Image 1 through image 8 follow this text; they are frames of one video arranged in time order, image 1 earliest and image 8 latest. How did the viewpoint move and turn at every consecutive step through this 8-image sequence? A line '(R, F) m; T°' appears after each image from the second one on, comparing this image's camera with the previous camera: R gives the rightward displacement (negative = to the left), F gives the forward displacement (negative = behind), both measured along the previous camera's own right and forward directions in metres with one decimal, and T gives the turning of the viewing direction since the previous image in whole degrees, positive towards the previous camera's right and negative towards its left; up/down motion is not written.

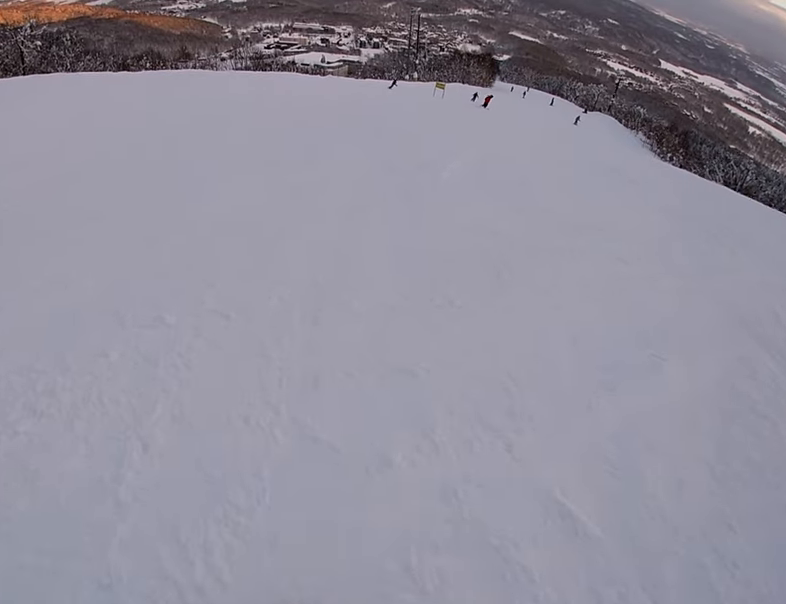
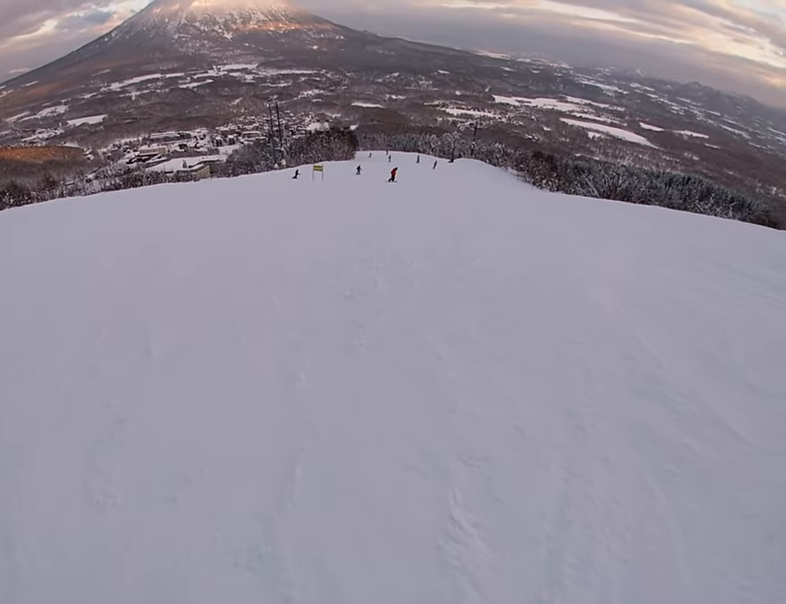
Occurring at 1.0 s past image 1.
(-0.4, +4.2) m; +10°
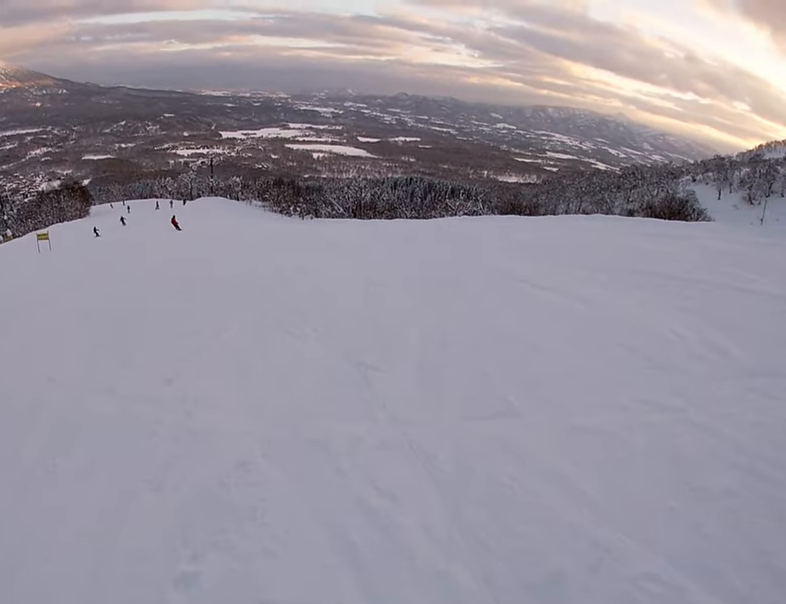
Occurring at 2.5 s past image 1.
(+2.2, +6.8) m; +21°
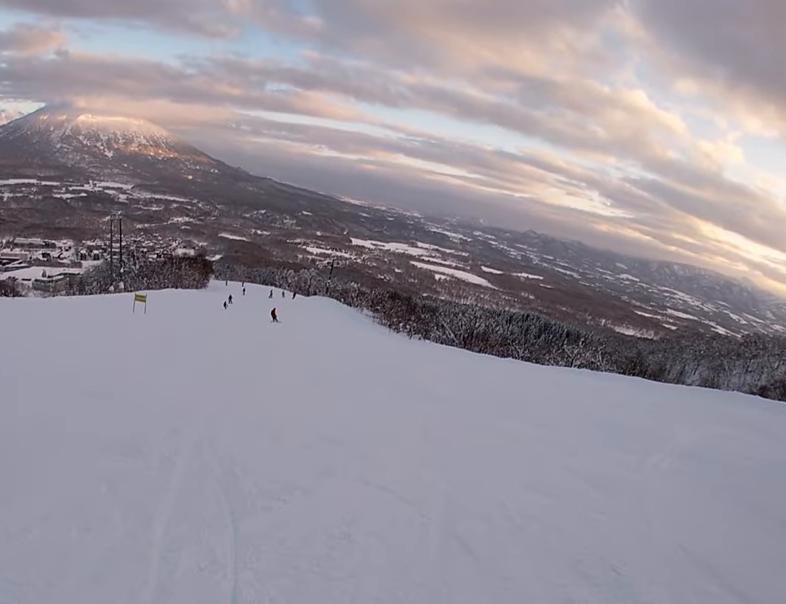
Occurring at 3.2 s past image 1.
(+0.1, +3.8) m; -9°
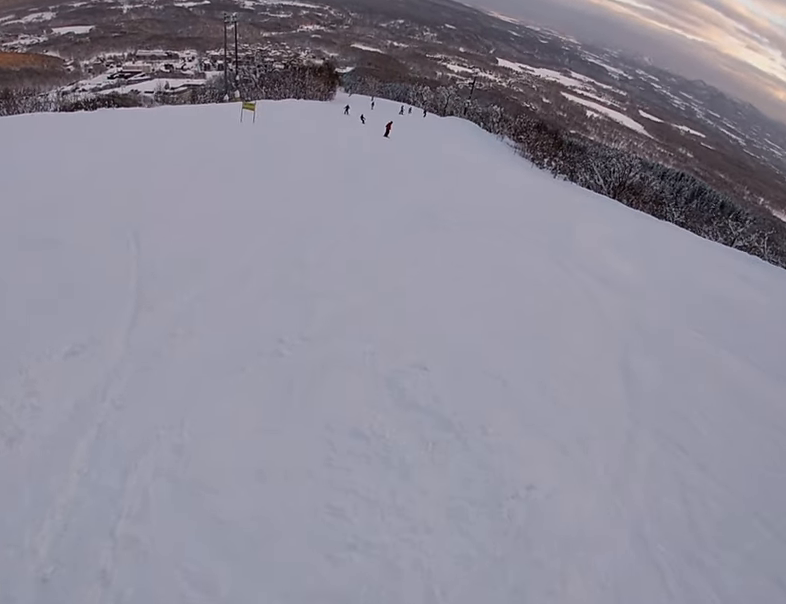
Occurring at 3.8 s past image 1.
(+0.3, +3.2) m; -12°
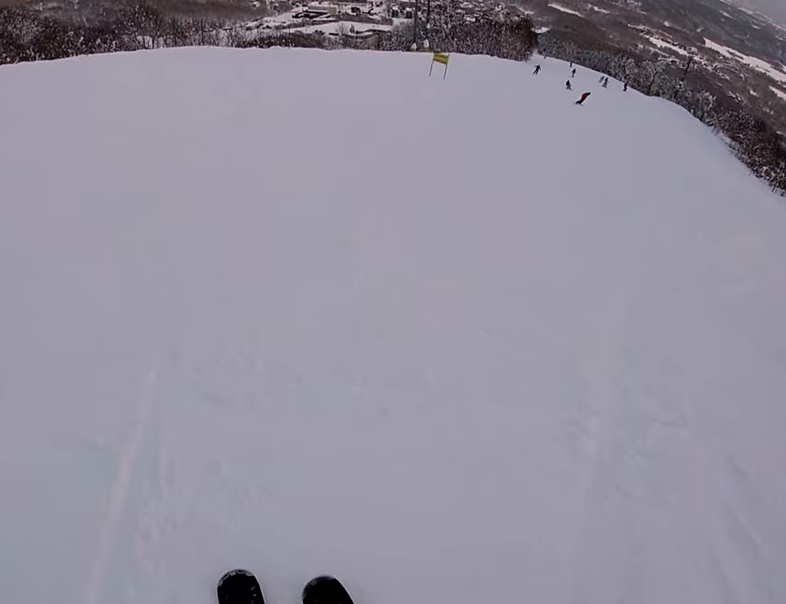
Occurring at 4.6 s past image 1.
(-1.4, +3.4) m; -7°
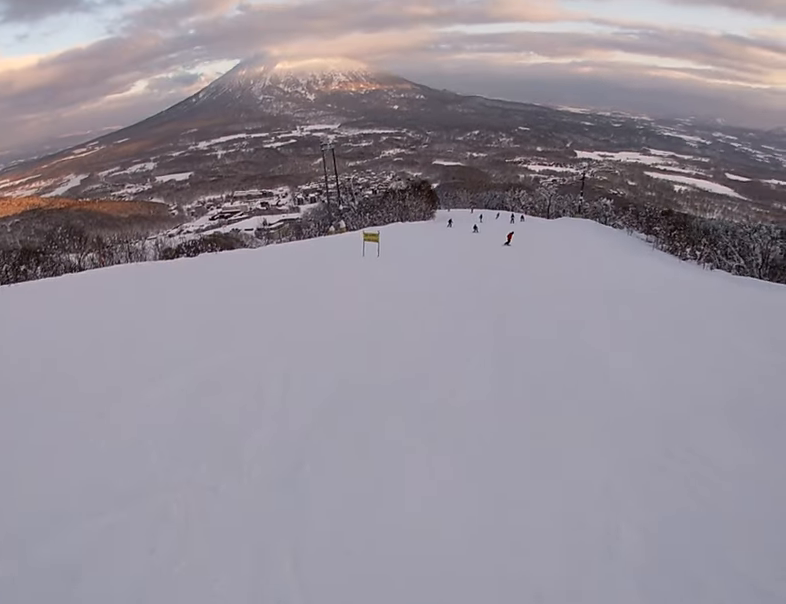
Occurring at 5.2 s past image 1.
(+0.2, +3.6) m; +5°
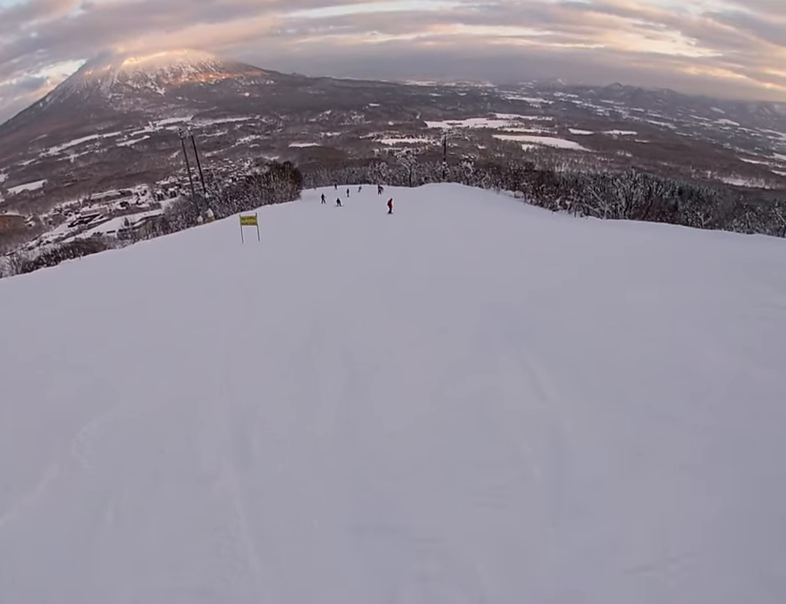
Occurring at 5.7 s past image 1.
(+0.3, +2.4) m; +6°
